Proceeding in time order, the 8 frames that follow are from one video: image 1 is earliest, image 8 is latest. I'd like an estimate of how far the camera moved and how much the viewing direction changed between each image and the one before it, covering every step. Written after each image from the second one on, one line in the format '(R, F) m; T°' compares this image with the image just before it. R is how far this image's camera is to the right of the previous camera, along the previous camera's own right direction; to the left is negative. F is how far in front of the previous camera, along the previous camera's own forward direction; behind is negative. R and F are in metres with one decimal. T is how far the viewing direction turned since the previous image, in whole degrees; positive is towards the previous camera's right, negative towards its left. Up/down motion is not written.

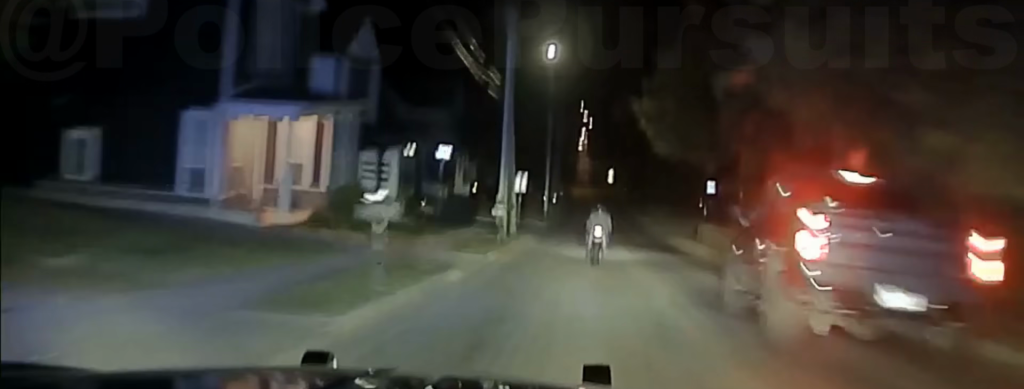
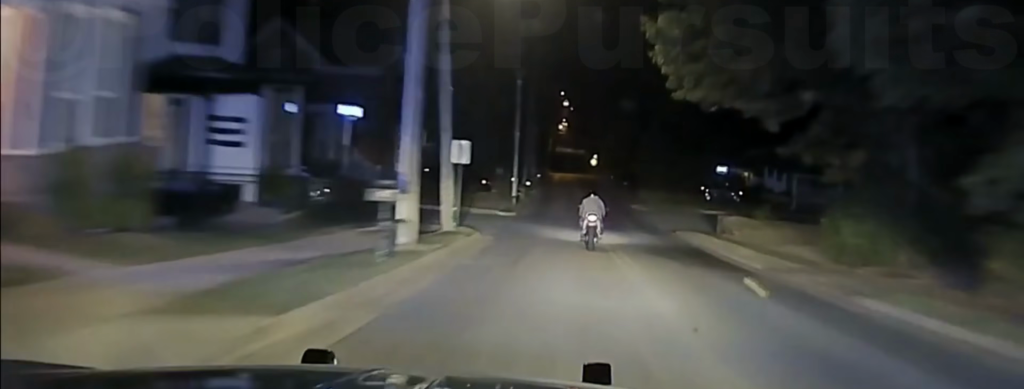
(-0.1, +15.9) m; 0°
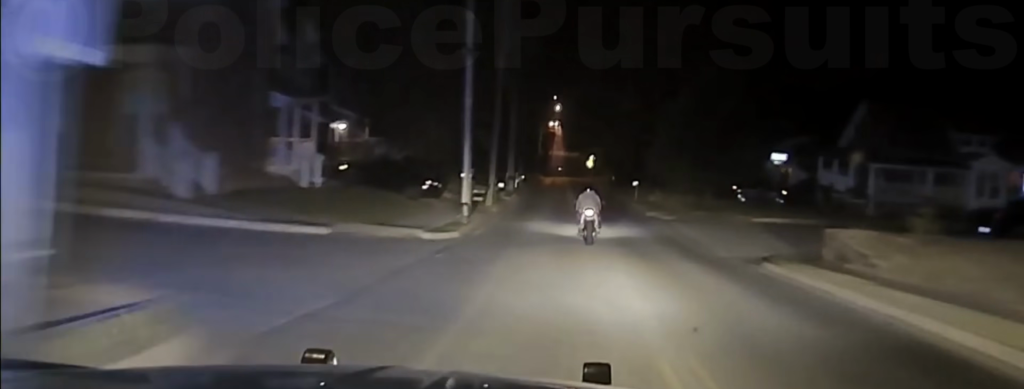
(+0.1, +20.6) m; 0°
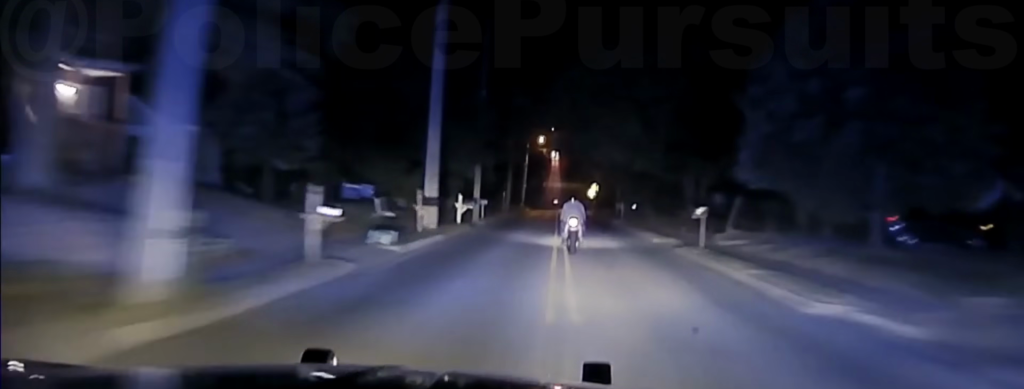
(+0.1, +32.6) m; 0°
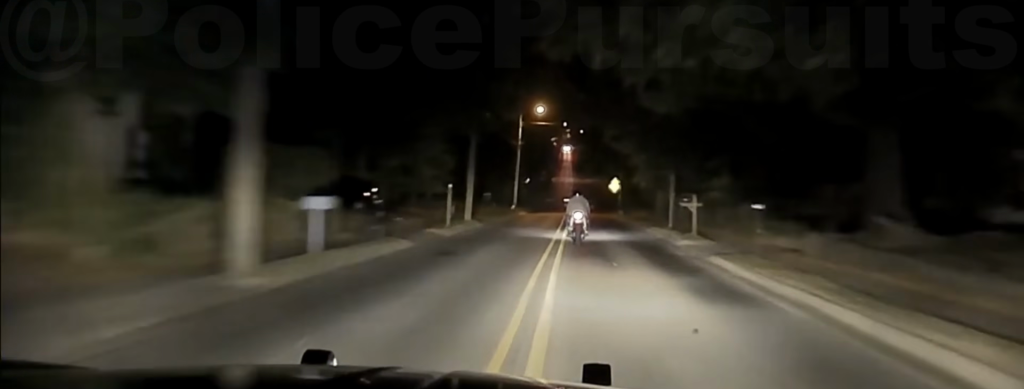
(-0.1, +33.7) m; 0°
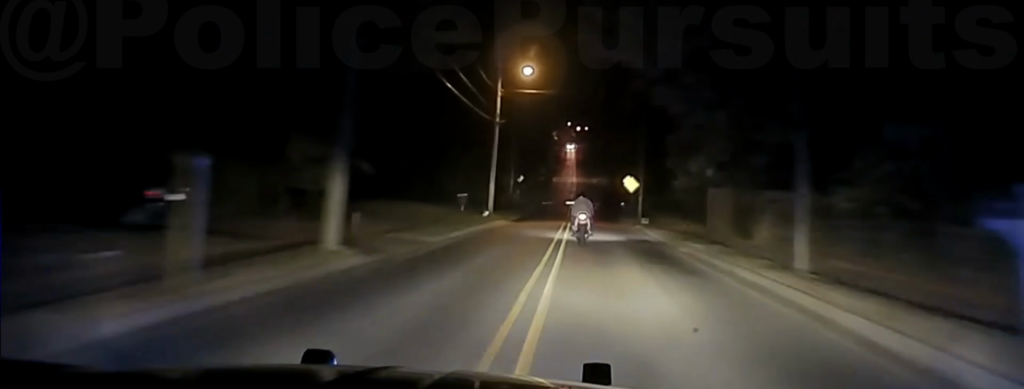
(-0.1, +23.0) m; 0°
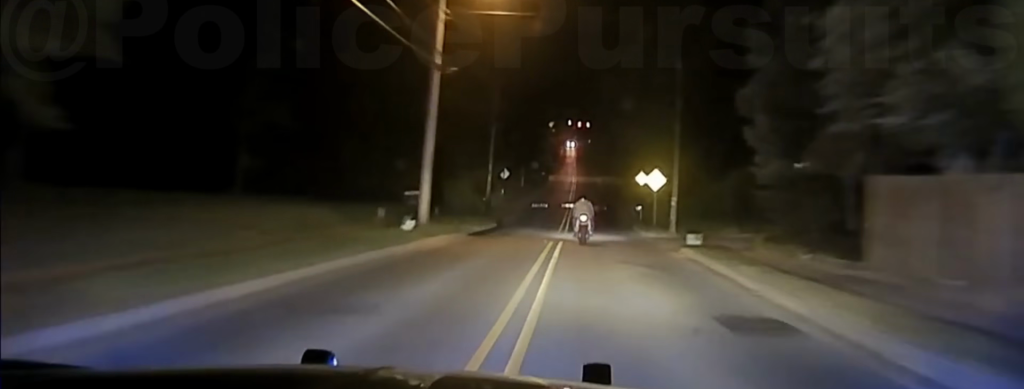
(-0.1, +21.4) m; 0°
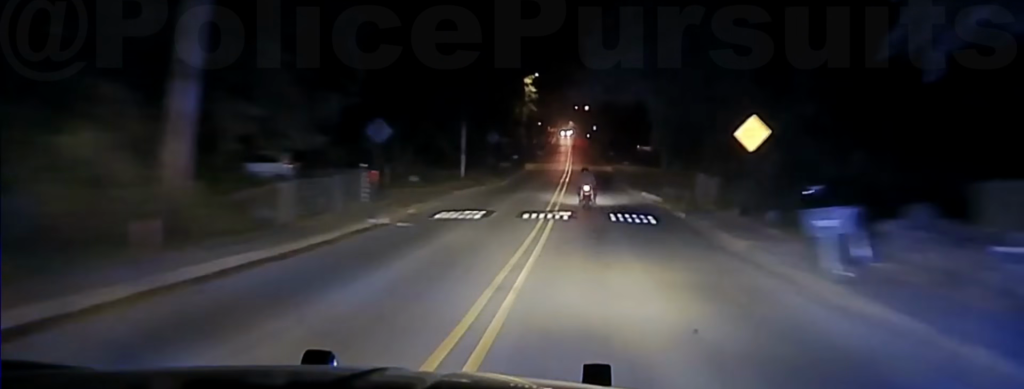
(+0.3, +50.9) m; +1°
